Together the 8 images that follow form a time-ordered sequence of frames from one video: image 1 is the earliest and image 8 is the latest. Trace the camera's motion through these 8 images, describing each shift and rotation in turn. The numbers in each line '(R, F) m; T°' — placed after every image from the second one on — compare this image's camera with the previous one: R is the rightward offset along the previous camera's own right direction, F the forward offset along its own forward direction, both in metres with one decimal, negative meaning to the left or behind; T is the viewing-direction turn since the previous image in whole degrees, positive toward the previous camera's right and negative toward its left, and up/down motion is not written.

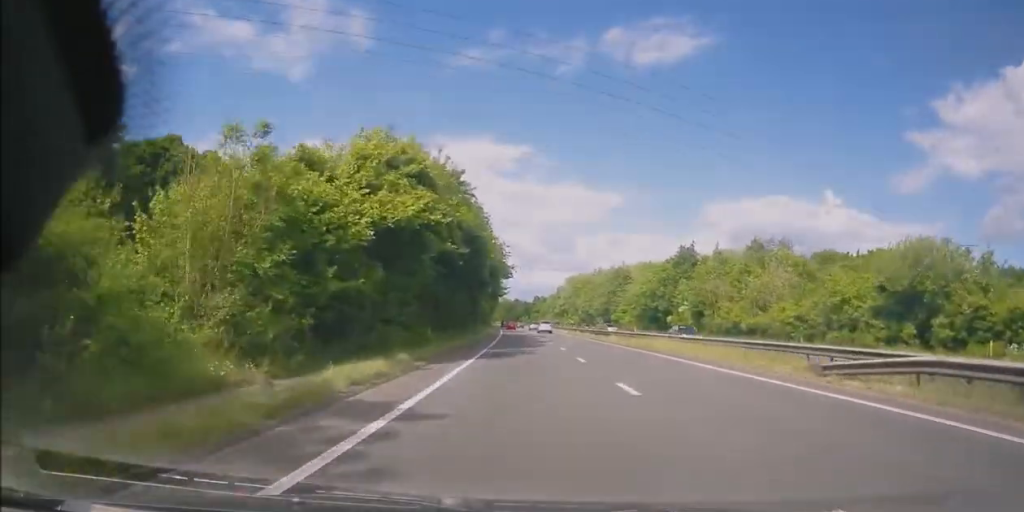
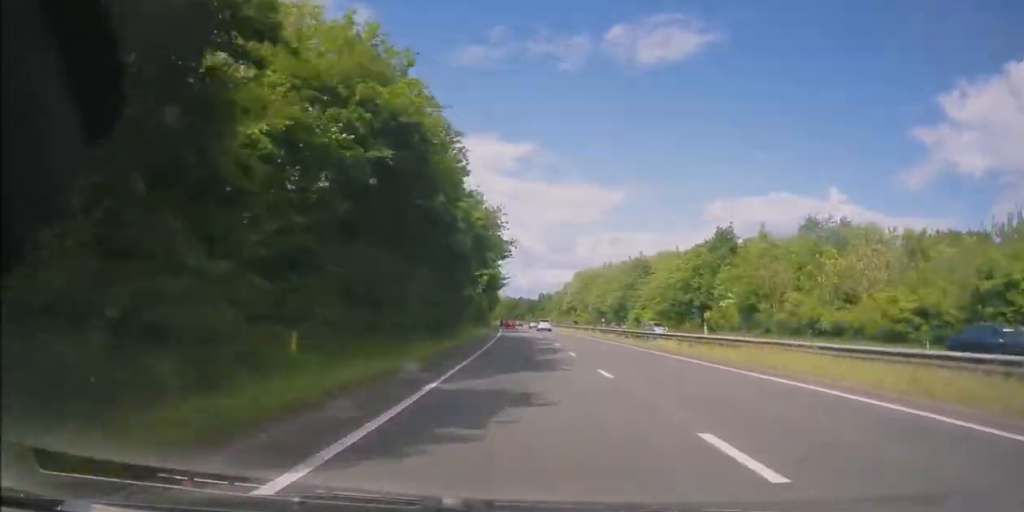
(-0.1, +15.3) m; -1°
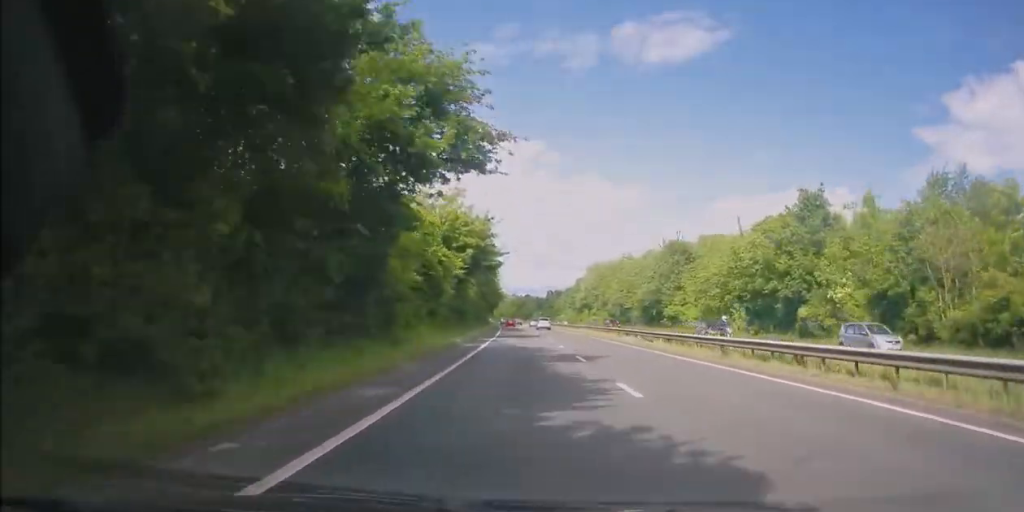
(-0.2, +22.0) m; -1°
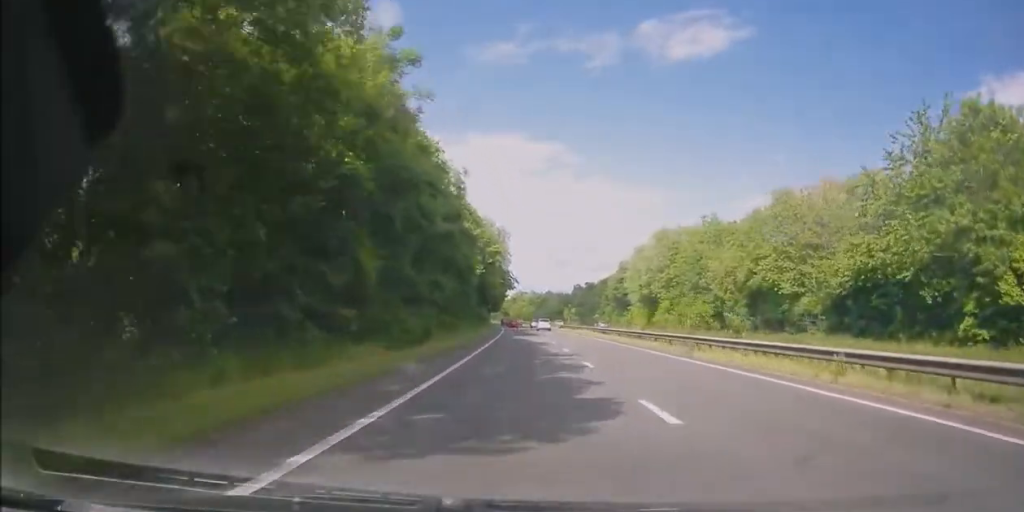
(-0.6, +57.6) m; -1°
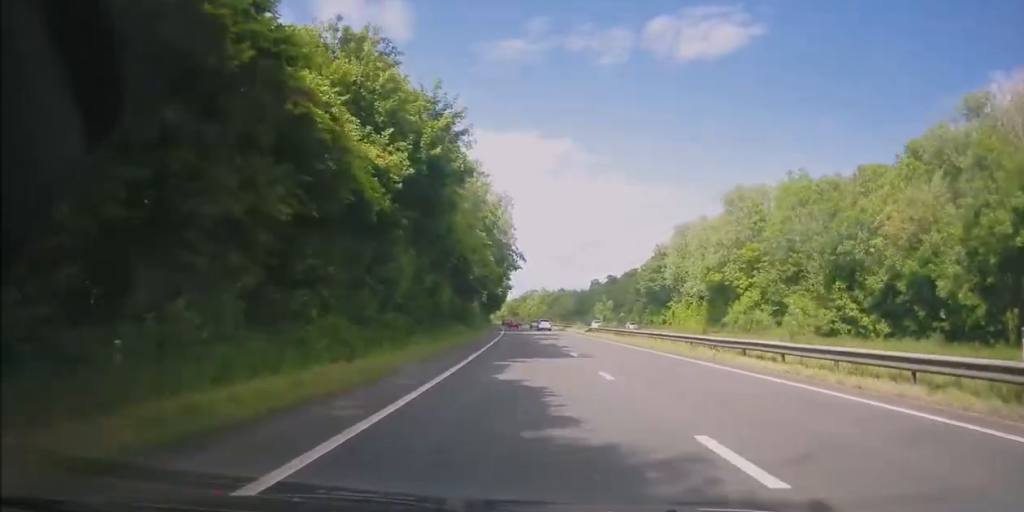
(0.0, +30.6) m; -1°
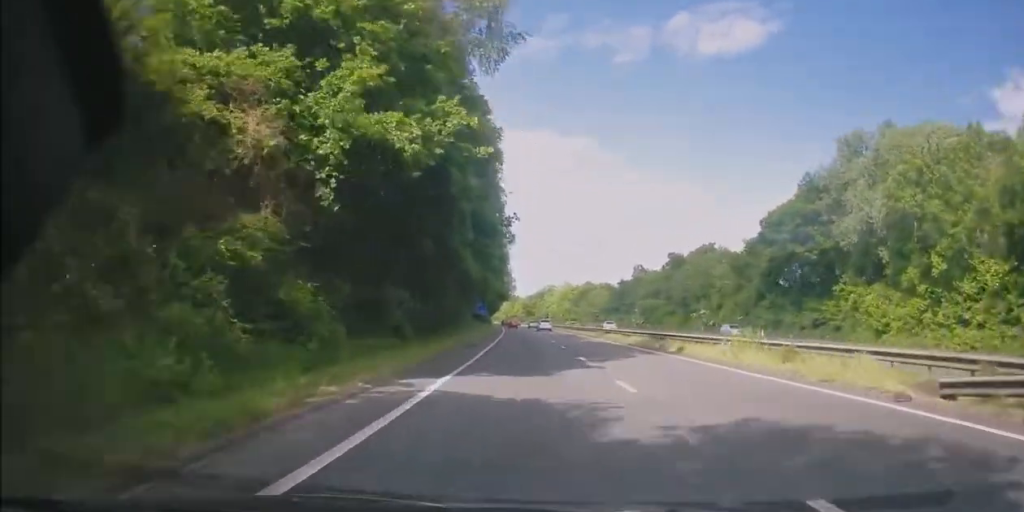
(-1.0, +55.9) m; -2°
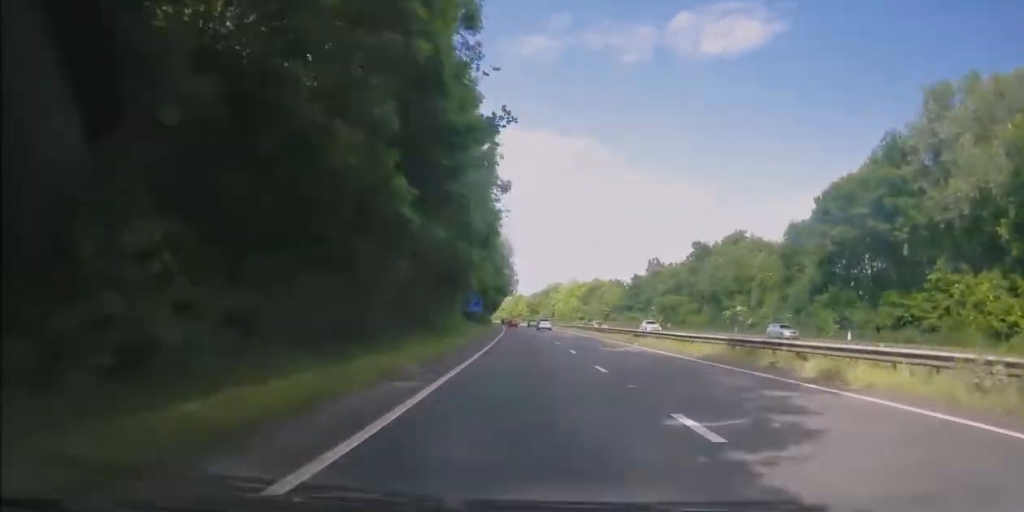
(-0.1, +13.8) m; -1°
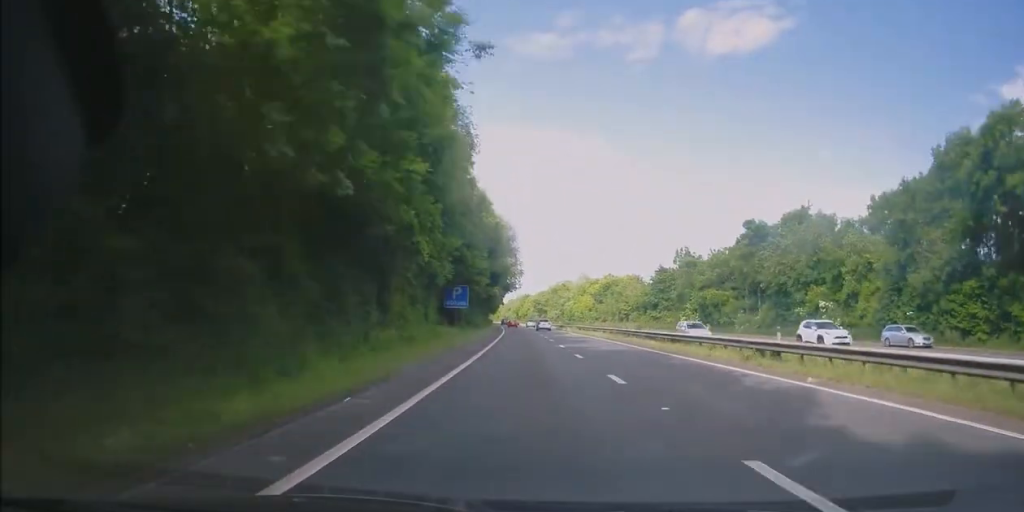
(-0.1, +20.8) m; -1°
